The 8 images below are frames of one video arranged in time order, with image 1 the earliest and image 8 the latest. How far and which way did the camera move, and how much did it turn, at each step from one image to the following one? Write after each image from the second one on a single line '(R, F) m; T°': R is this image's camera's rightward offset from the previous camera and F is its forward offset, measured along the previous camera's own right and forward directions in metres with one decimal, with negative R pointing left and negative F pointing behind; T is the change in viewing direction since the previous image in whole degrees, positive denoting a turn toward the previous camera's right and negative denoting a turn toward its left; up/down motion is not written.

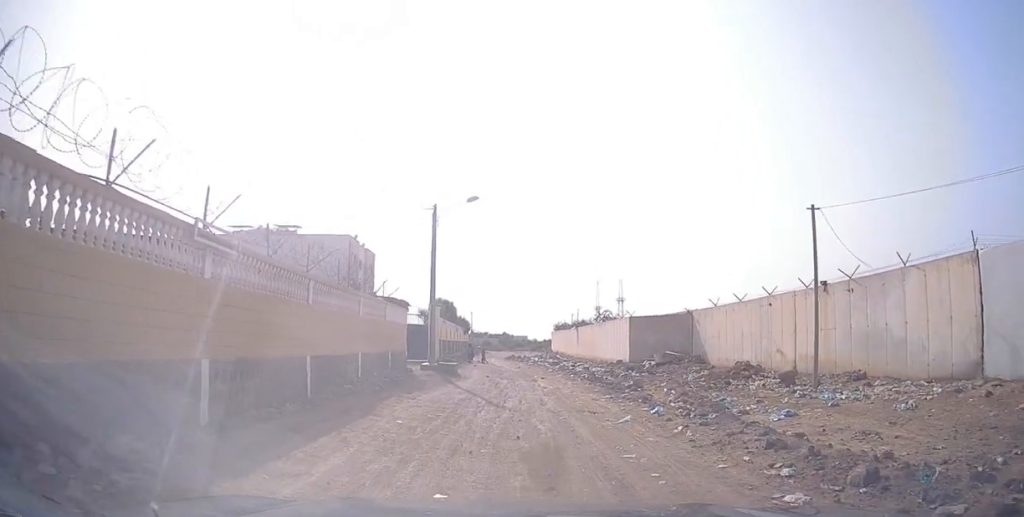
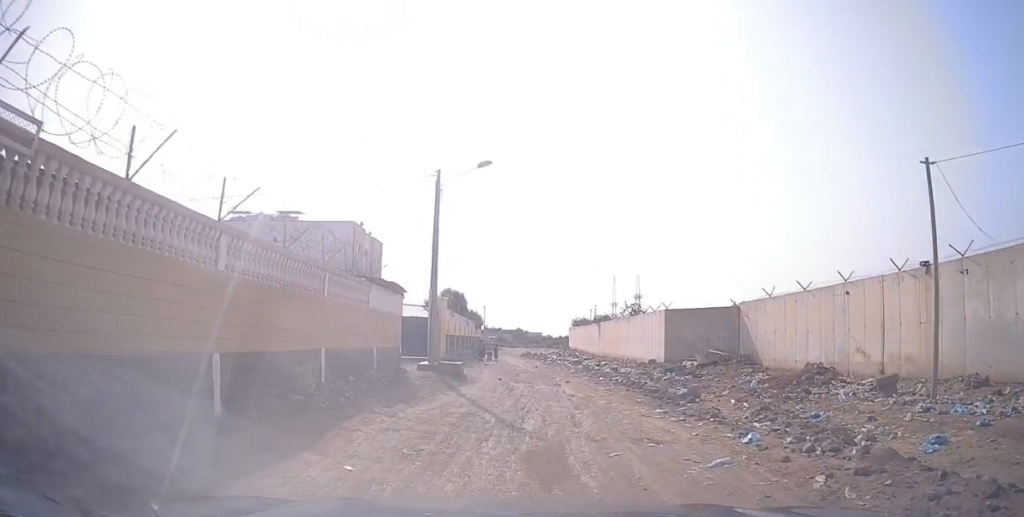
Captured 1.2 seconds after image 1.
(-0.1, +4.9) m; -3°
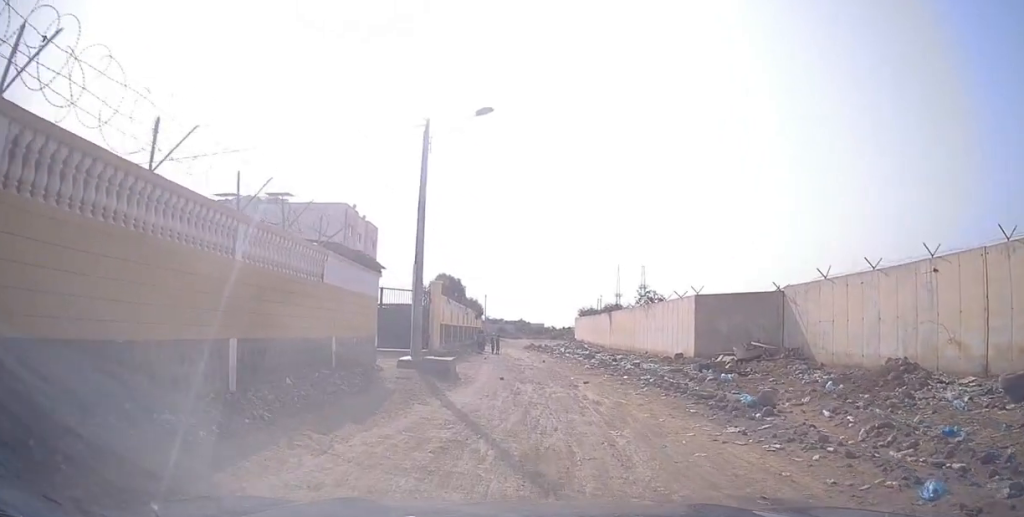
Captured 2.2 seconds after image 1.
(-0.1, +4.4) m; -1°
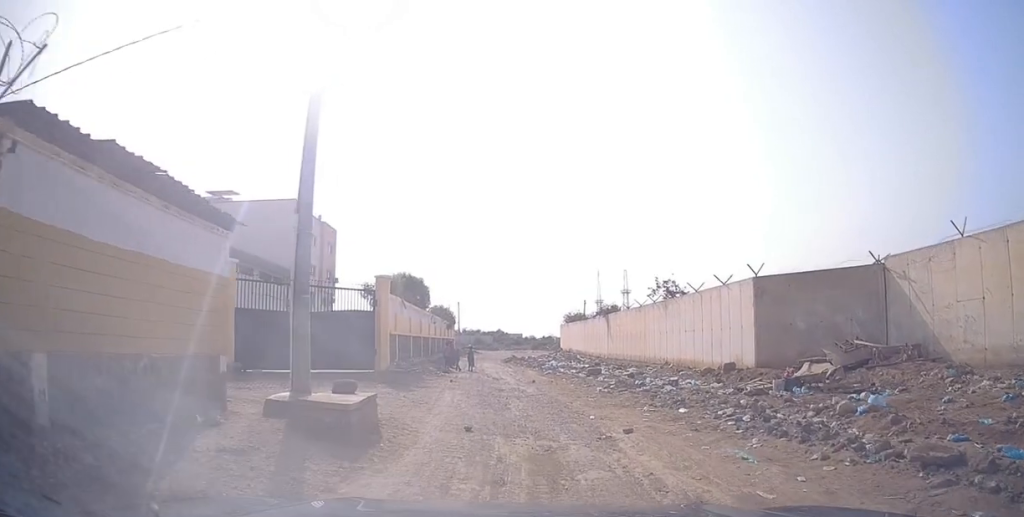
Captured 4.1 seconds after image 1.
(0.0, +7.9) m; +2°
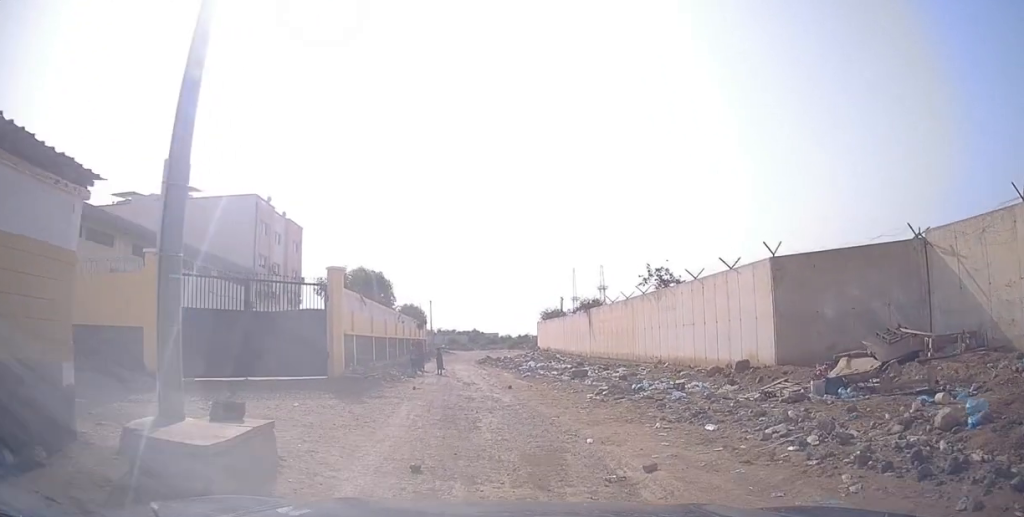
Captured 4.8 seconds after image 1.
(+0.1, +3.2) m; +2°
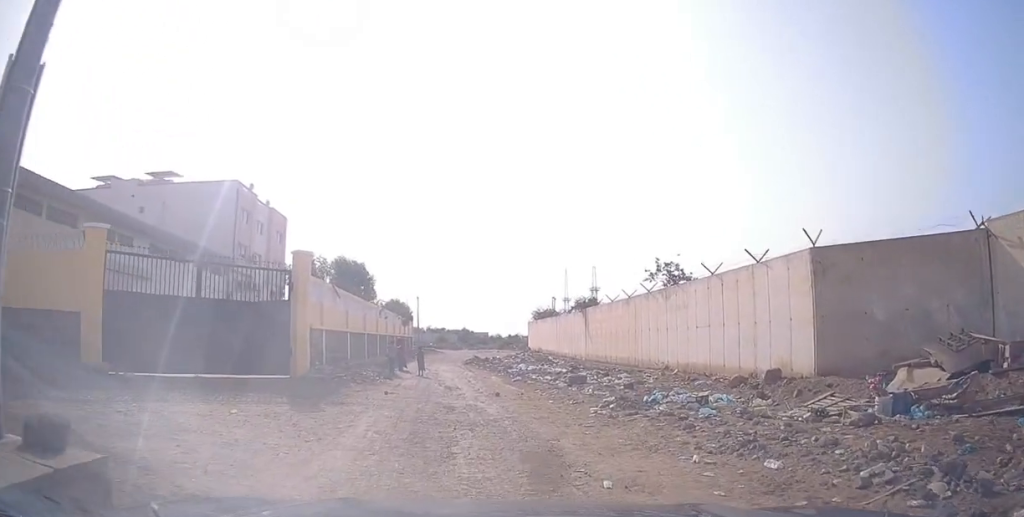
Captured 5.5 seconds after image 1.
(0.0, +3.0) m; +2°
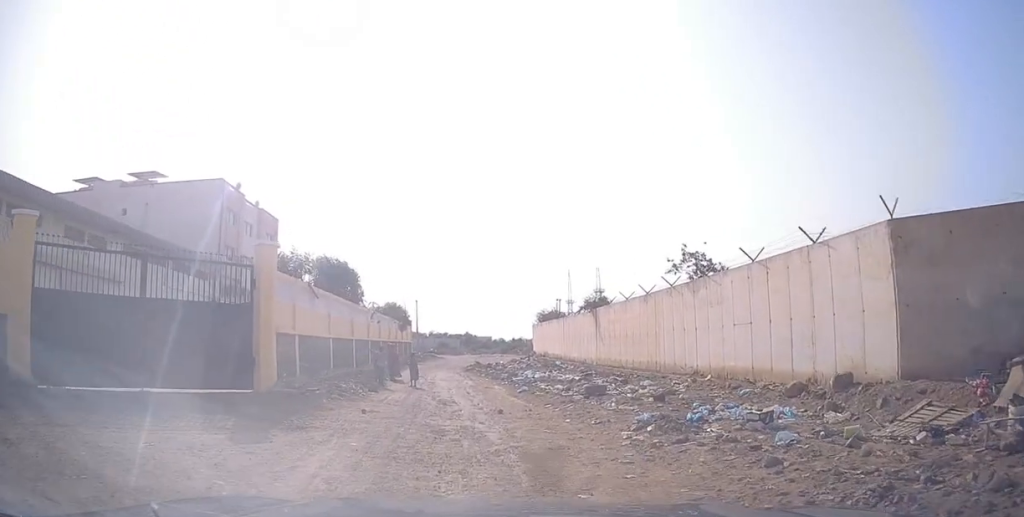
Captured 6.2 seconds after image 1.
(+0.1, +3.1) m; +2°
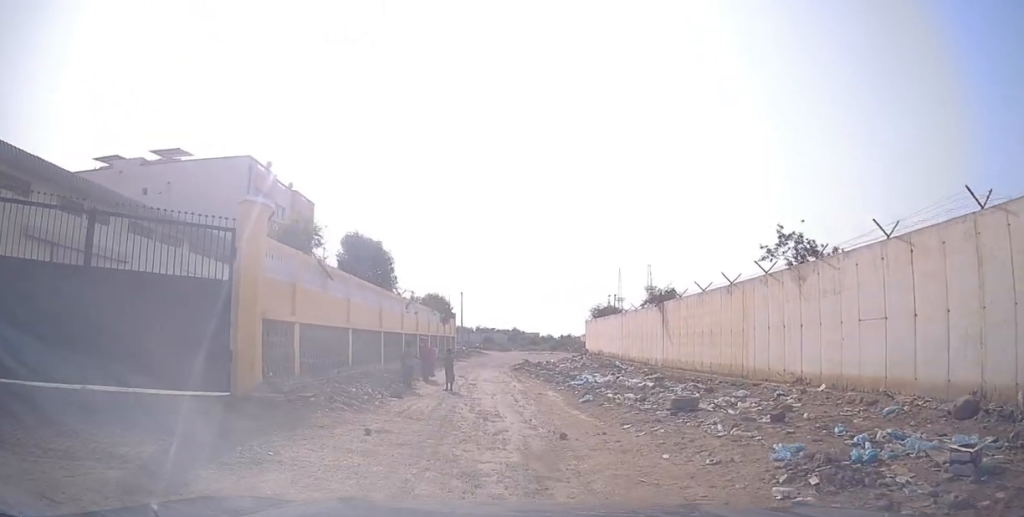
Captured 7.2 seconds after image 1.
(+0.1, +4.0) m; -4°
